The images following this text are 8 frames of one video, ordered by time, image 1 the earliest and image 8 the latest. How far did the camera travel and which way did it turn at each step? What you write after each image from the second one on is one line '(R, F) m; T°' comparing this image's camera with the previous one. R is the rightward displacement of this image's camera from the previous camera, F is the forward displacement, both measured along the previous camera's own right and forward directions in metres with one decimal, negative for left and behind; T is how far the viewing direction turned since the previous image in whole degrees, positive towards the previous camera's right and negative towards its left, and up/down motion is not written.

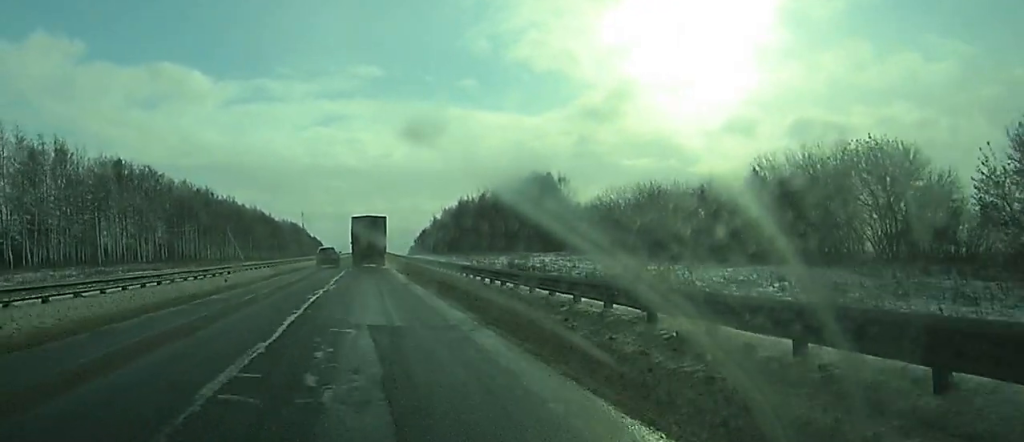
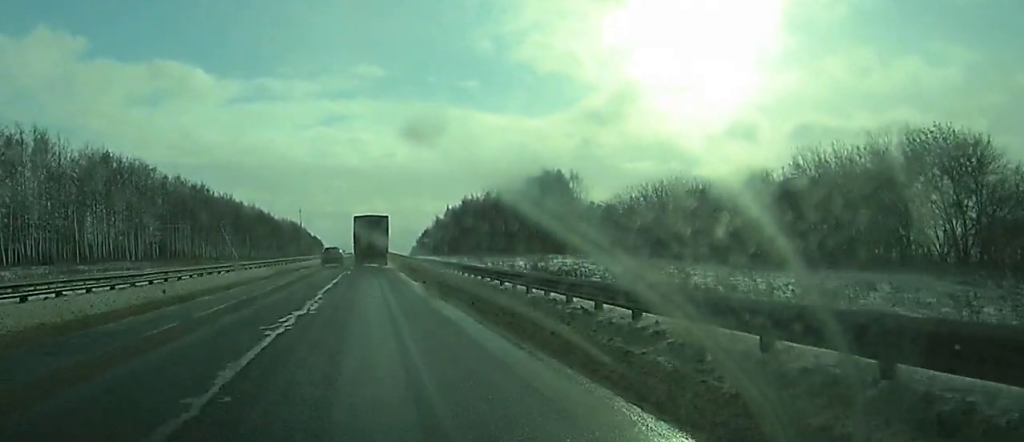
(0.0, +11.5) m; 0°
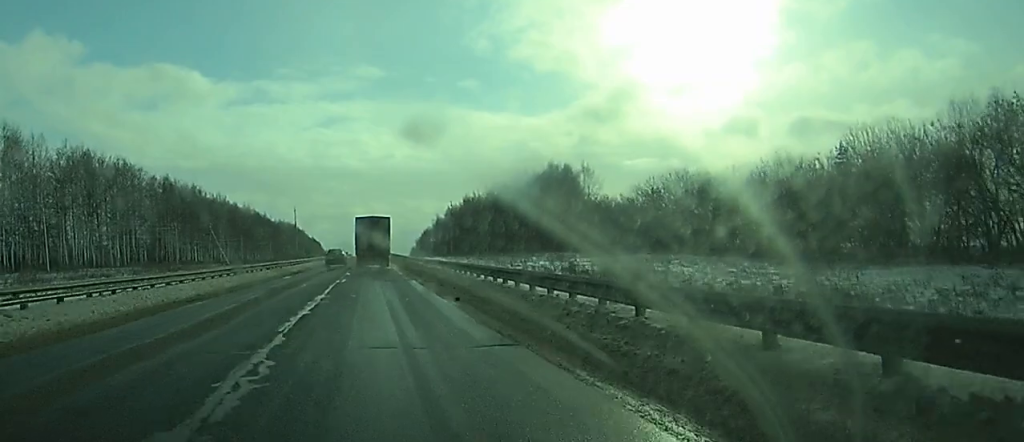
(0.0, +12.2) m; 0°
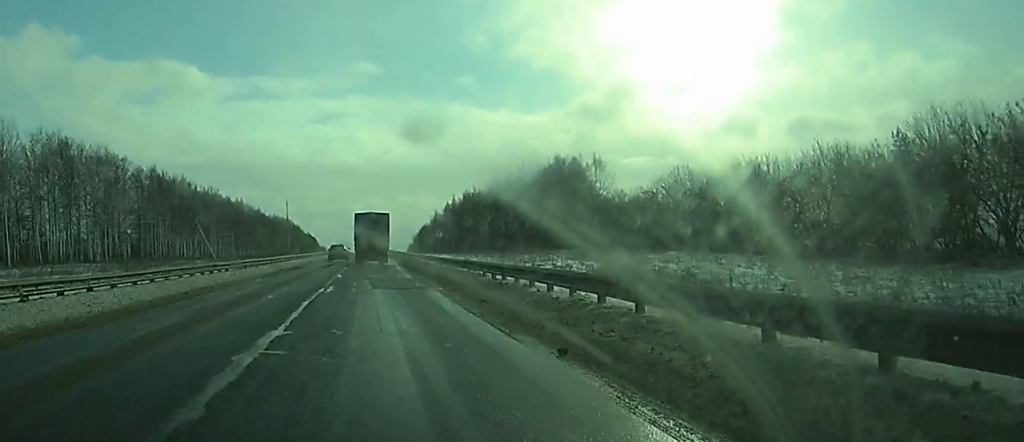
(0.0, +12.1) m; 0°
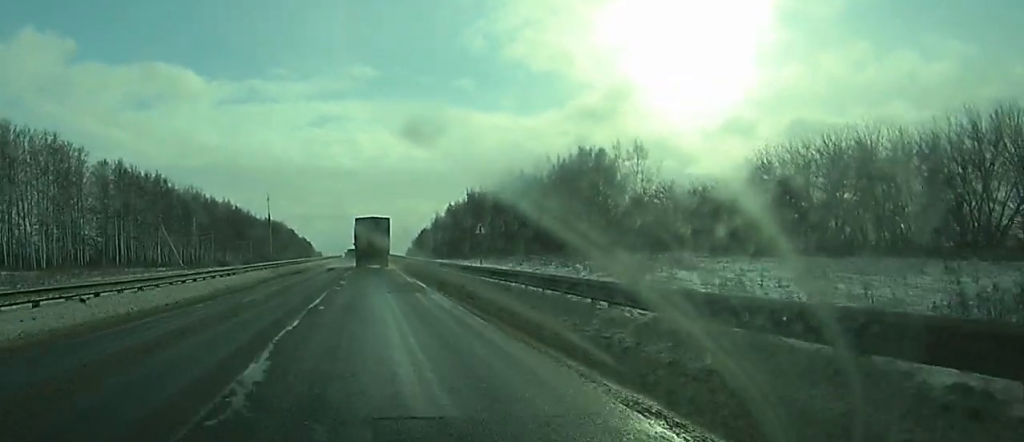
(+0.1, +29.8) m; 0°
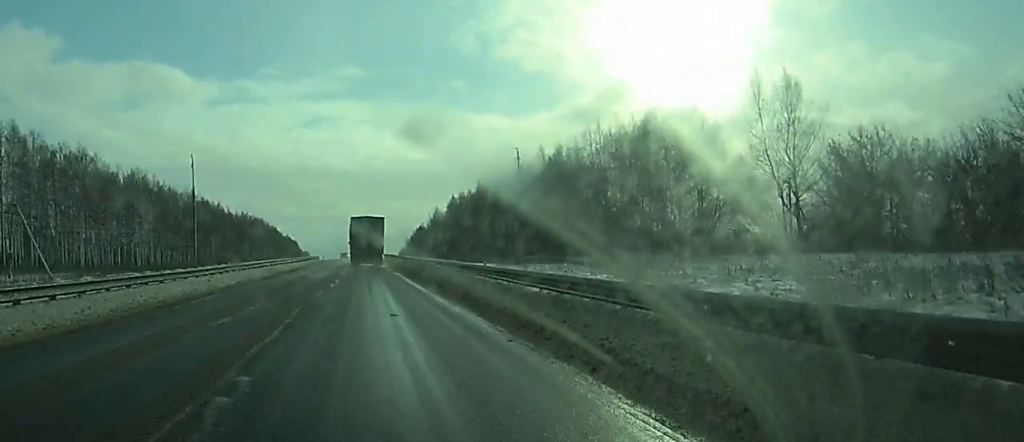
(-0.3, +58.2) m; -1°
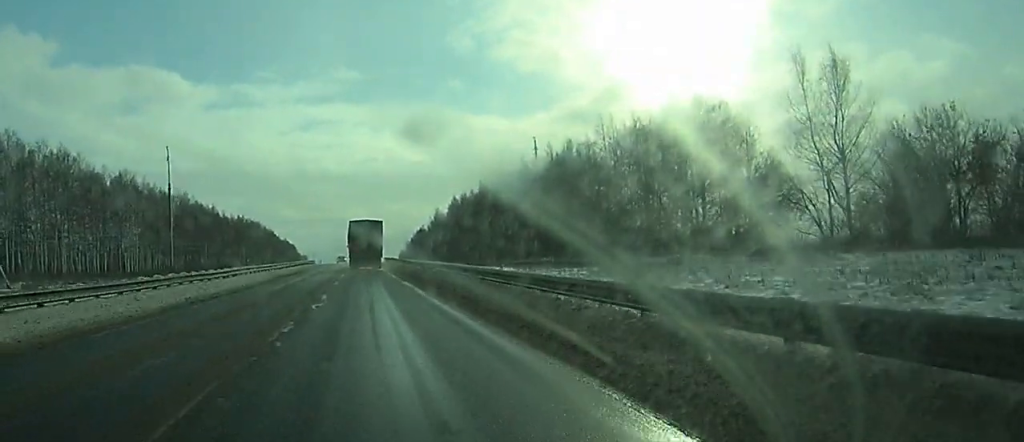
(0.0, +10.4) m; 0°
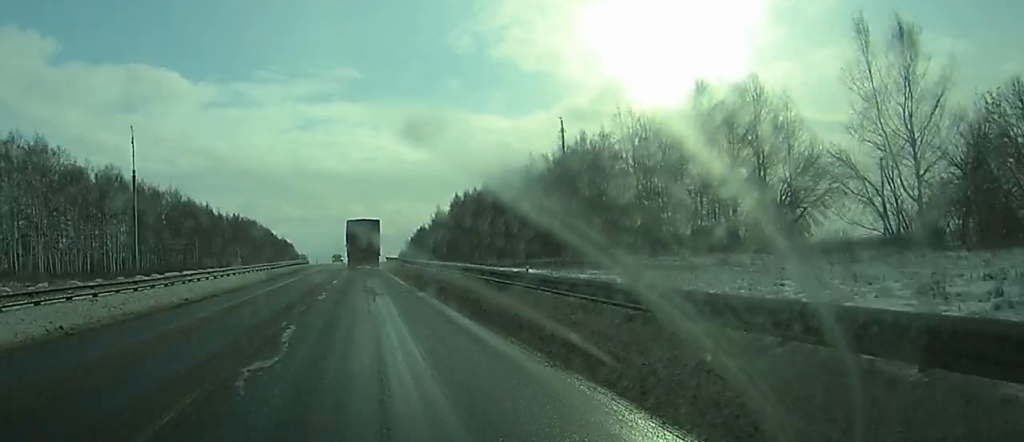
(-0.1, +11.7) m; 0°
